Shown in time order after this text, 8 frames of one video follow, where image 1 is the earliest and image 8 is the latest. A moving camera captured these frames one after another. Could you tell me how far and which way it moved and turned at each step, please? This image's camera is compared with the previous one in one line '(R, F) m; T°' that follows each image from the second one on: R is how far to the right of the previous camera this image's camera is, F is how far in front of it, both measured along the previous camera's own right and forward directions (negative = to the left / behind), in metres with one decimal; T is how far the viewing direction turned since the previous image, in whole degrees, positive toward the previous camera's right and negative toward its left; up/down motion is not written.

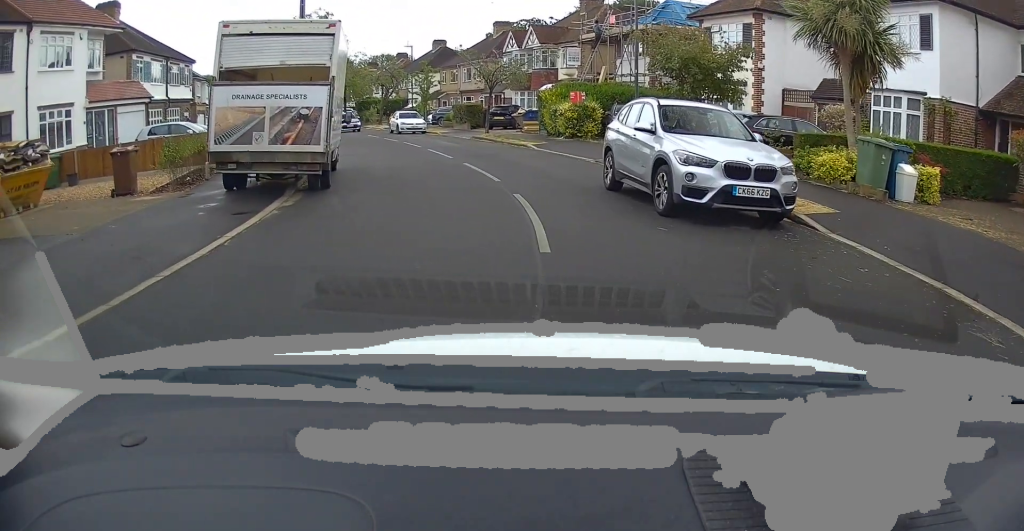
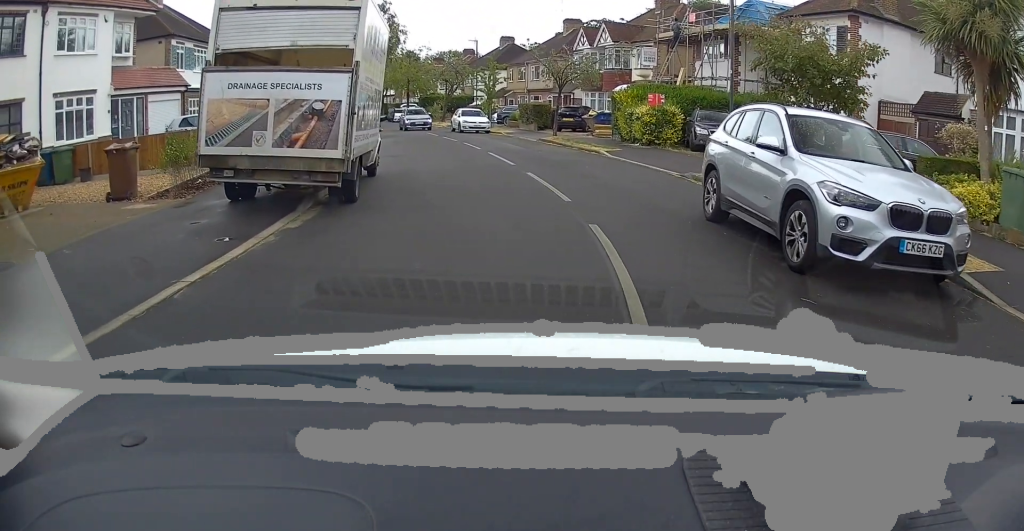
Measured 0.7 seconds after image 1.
(+0.1, +2.6) m; -5°
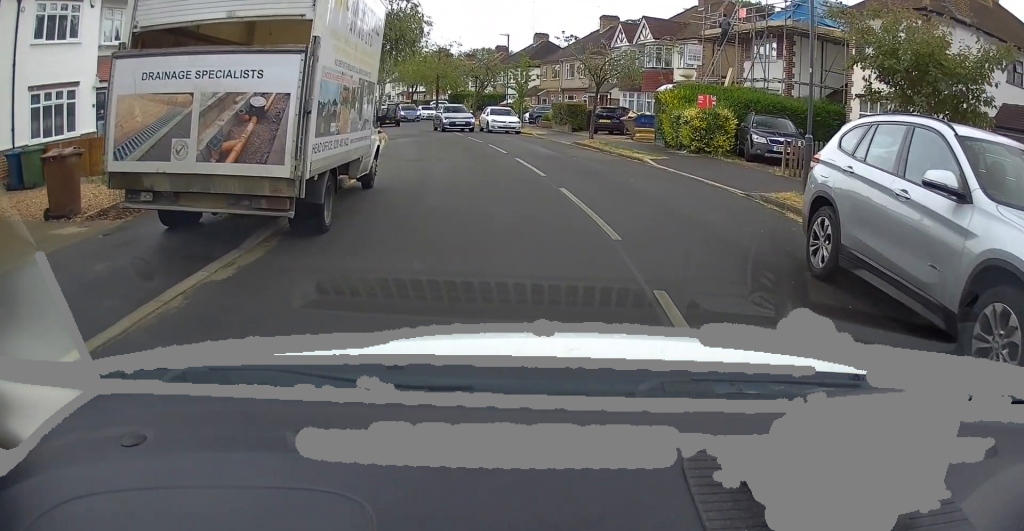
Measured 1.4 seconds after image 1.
(-0.3, +2.7) m; -9°
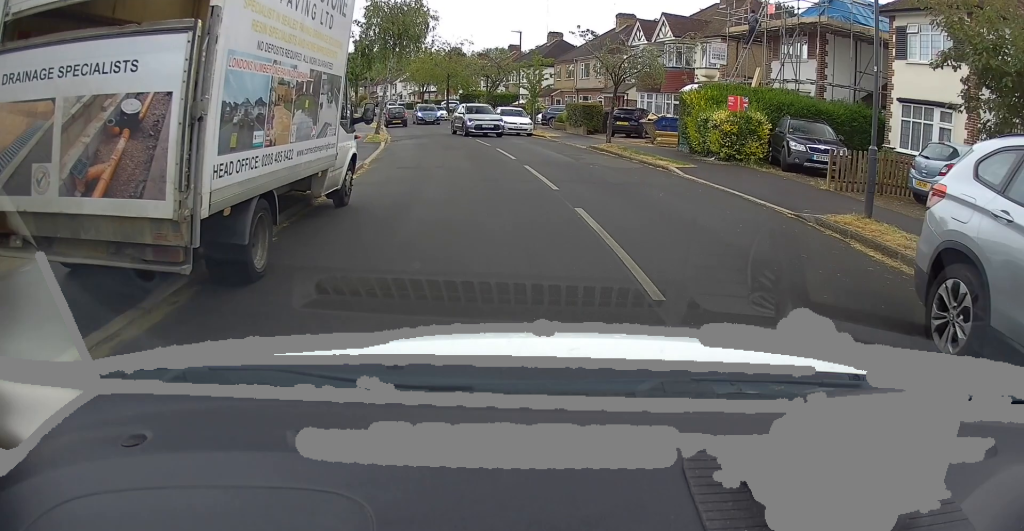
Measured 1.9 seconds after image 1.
(-0.1, +2.1) m; -4°
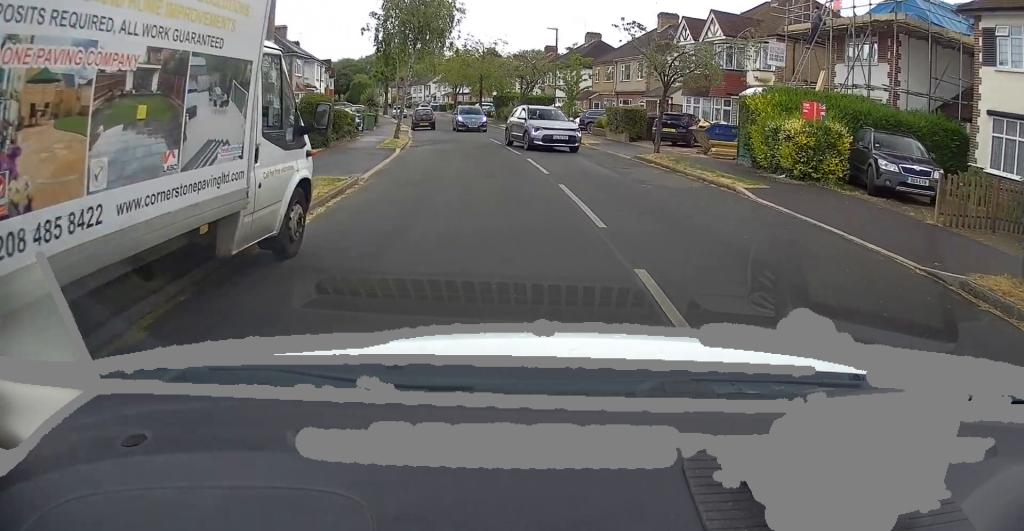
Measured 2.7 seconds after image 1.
(-0.3, +3.1) m; +1°
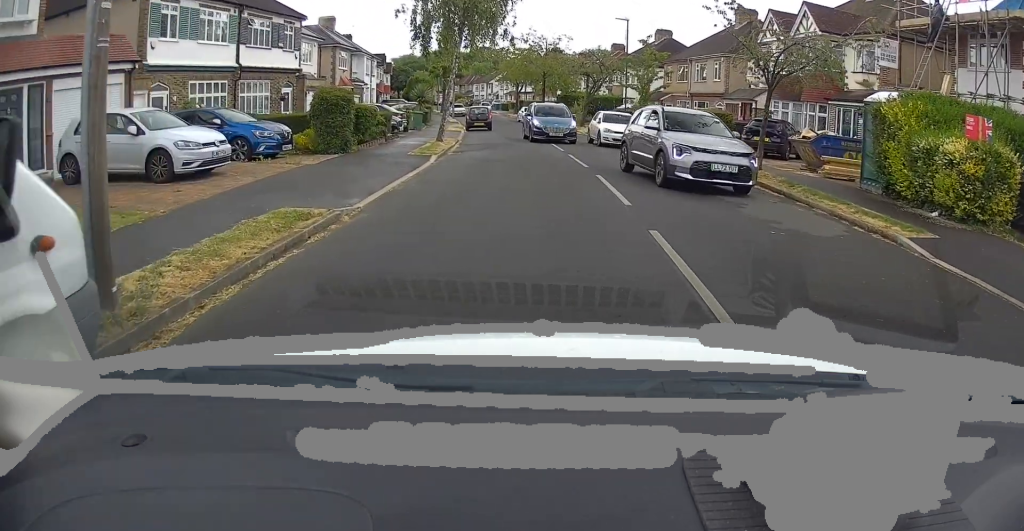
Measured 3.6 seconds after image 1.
(+0.5, +4.3) m; +1°
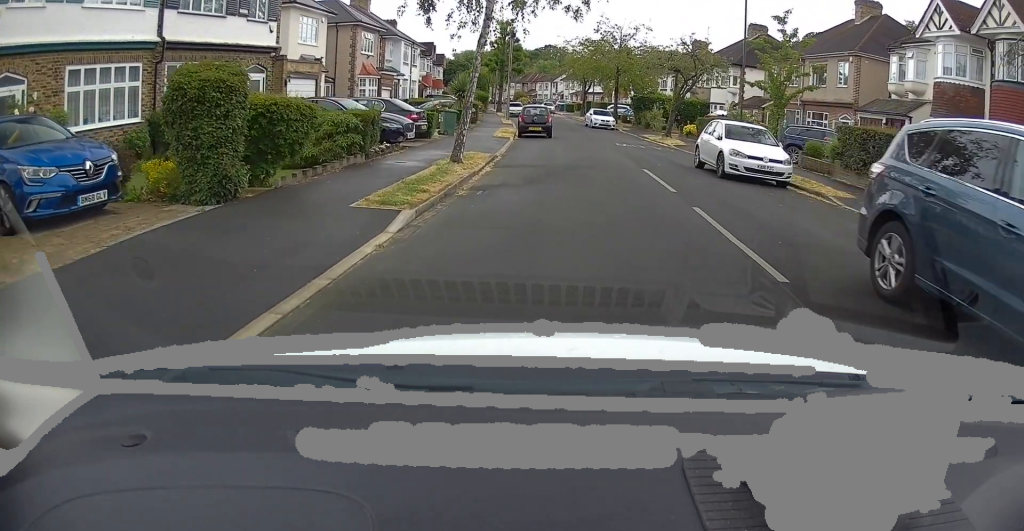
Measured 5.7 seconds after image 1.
(-1.6, +9.6) m; -10°
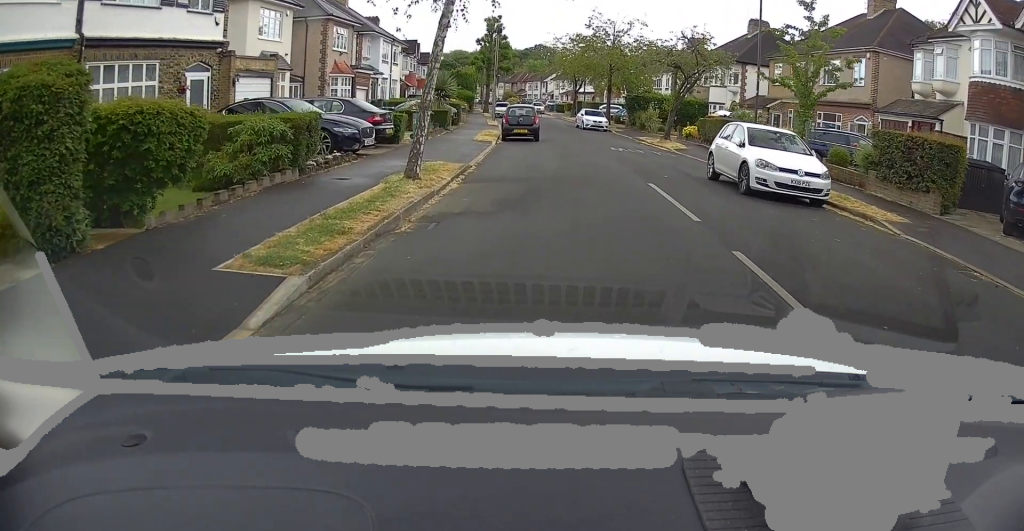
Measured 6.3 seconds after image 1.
(+0.2, +3.0) m; +4°
